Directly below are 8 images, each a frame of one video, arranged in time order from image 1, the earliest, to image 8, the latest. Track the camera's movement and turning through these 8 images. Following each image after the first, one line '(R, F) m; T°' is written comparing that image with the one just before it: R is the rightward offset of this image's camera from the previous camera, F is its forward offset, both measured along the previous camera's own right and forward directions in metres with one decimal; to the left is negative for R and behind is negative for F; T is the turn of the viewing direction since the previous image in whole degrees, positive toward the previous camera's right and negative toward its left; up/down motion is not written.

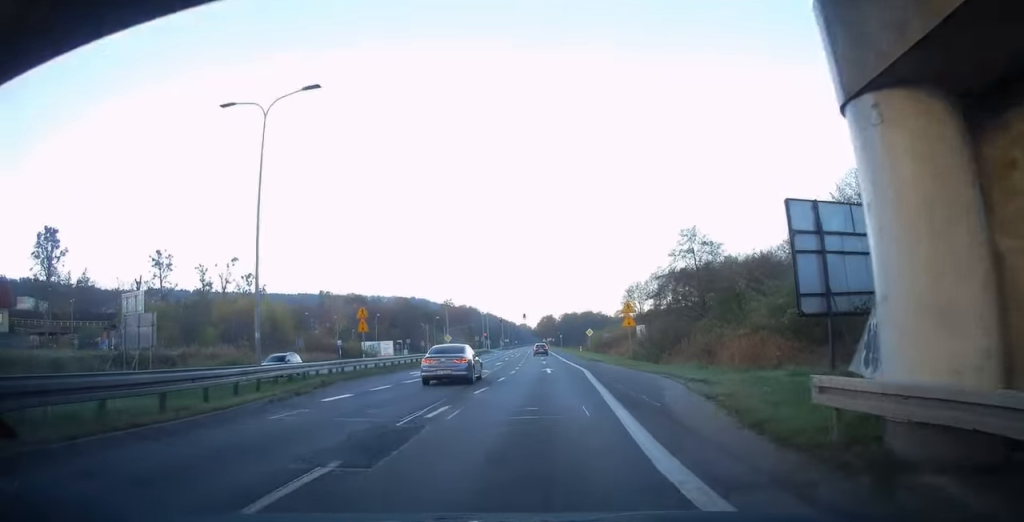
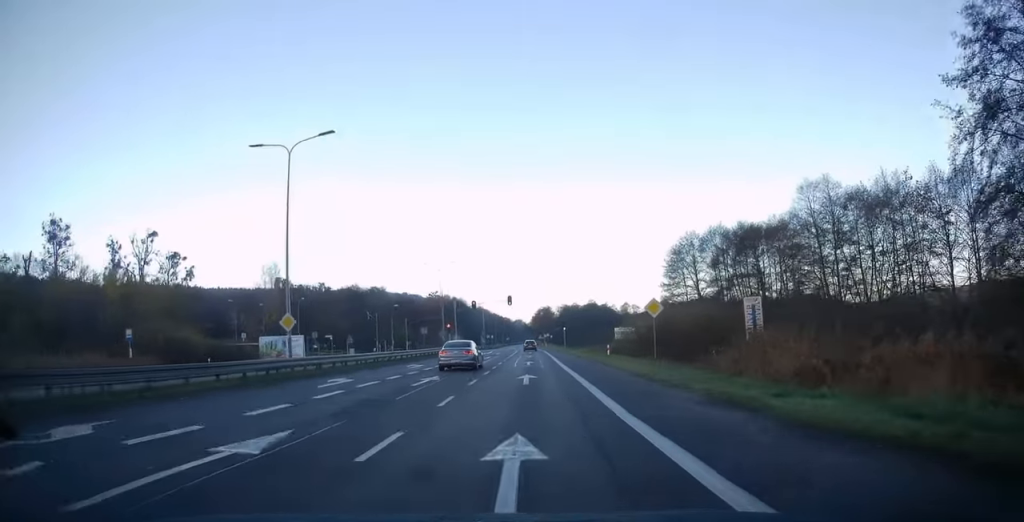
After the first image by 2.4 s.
(+0.6, +40.9) m; +1°
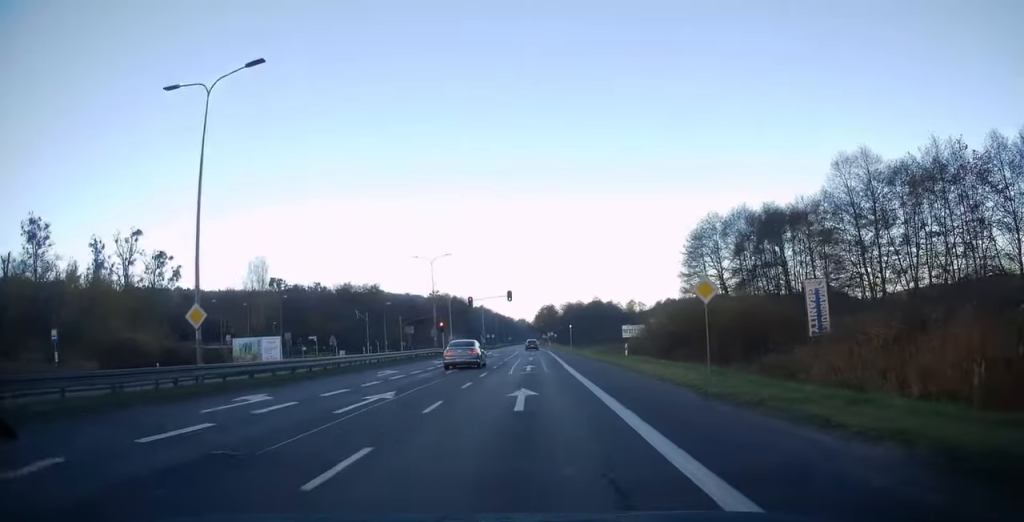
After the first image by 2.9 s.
(+0.1, +7.6) m; 0°
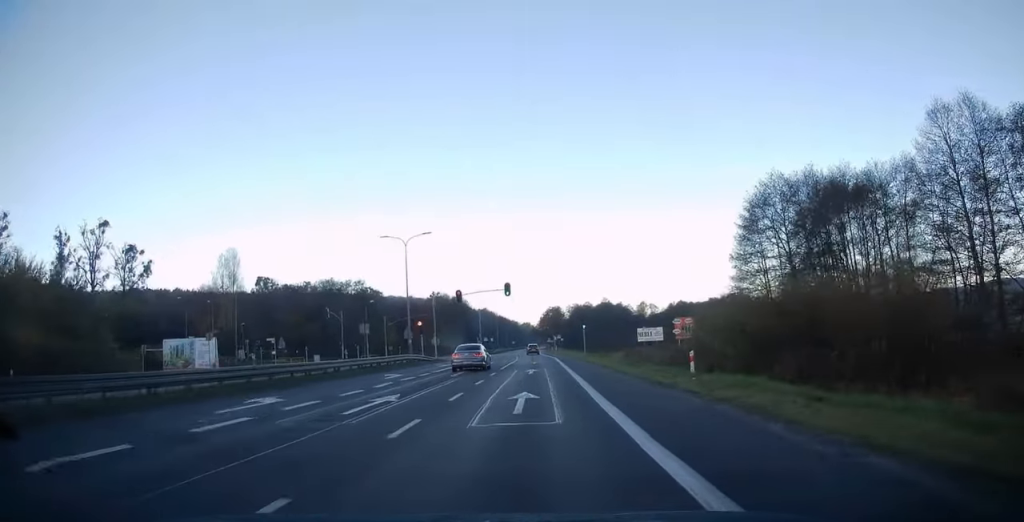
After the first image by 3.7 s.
(-0.4, +14.5) m; -1°
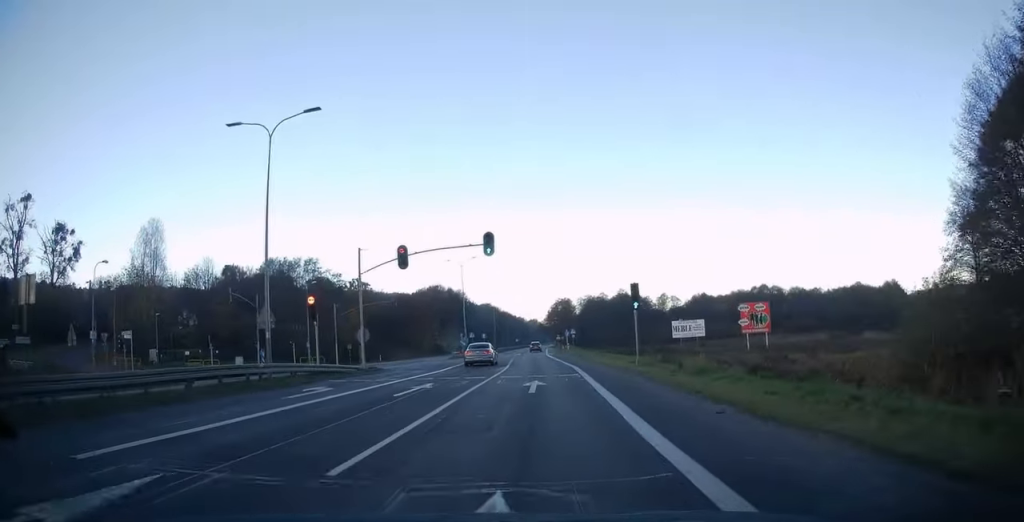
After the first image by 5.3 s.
(0.0, +26.8) m; 0°
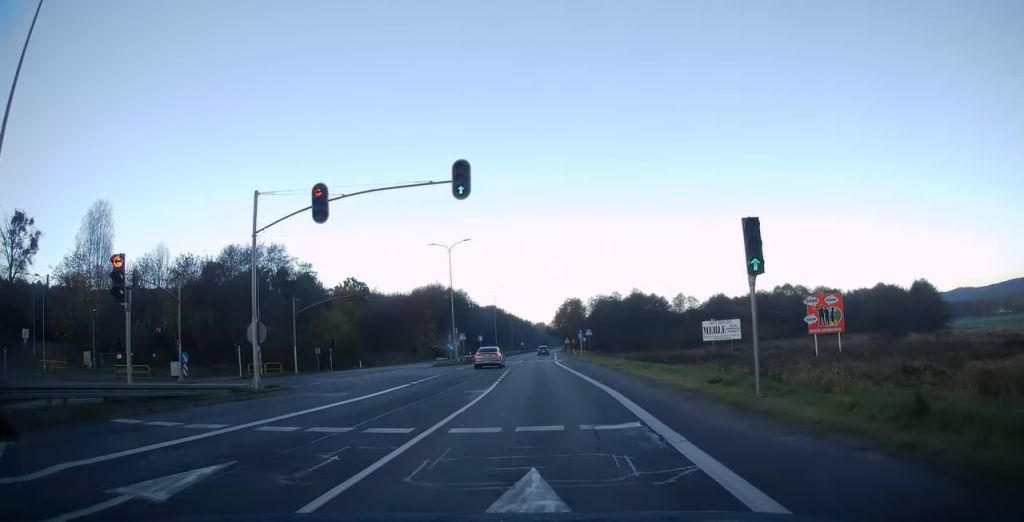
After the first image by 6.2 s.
(0.0, +14.2) m; 0°
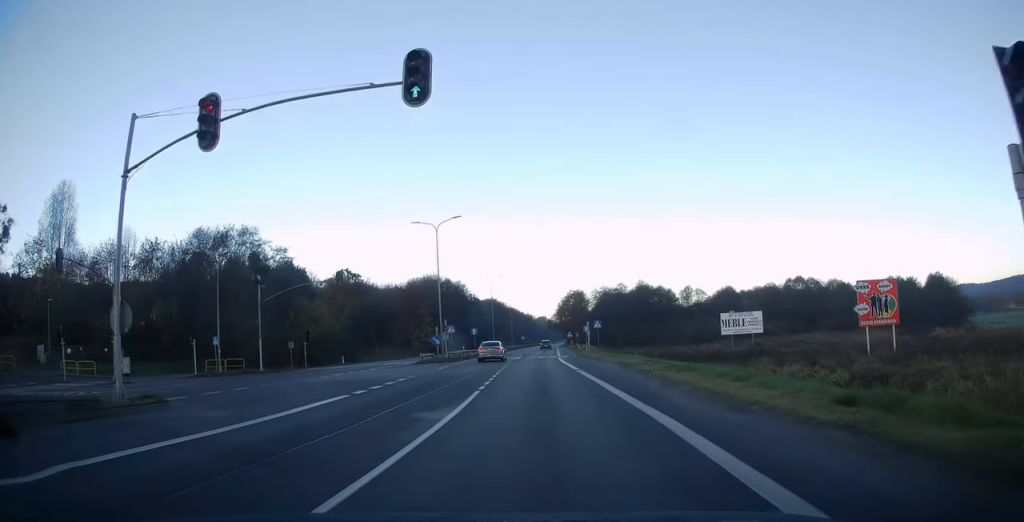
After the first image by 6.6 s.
(0.0, +7.8) m; 0°
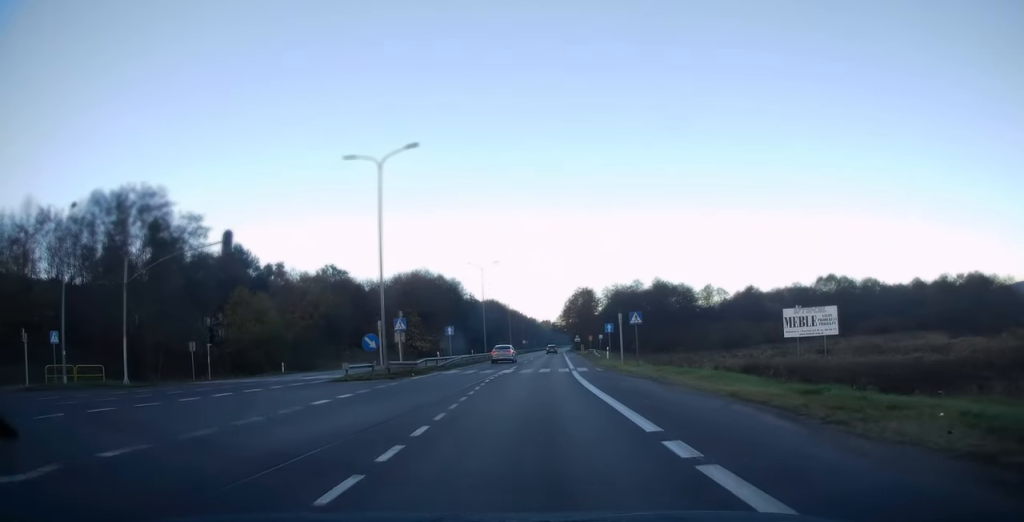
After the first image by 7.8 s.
(-0.2, +18.7) m; -1°
